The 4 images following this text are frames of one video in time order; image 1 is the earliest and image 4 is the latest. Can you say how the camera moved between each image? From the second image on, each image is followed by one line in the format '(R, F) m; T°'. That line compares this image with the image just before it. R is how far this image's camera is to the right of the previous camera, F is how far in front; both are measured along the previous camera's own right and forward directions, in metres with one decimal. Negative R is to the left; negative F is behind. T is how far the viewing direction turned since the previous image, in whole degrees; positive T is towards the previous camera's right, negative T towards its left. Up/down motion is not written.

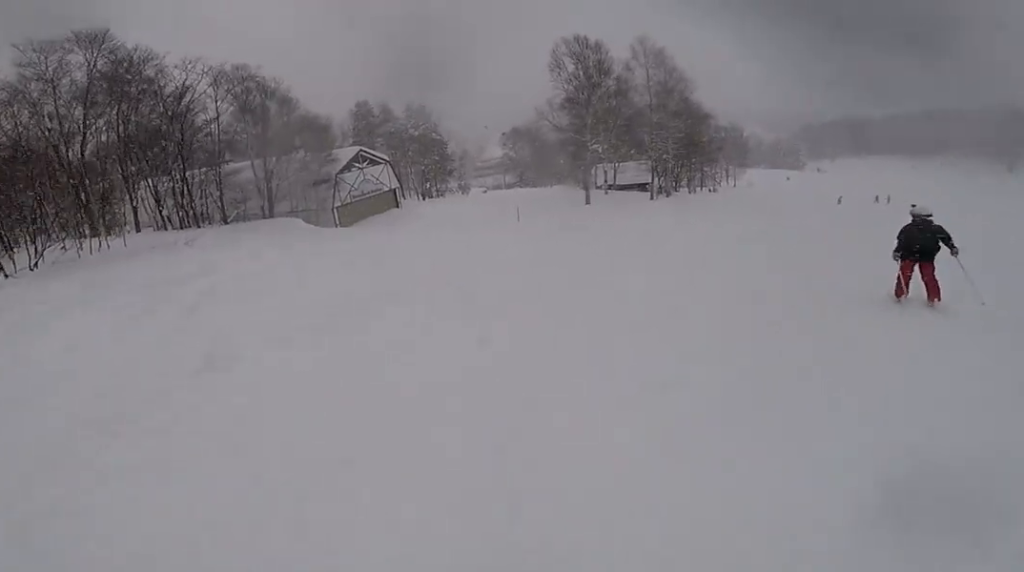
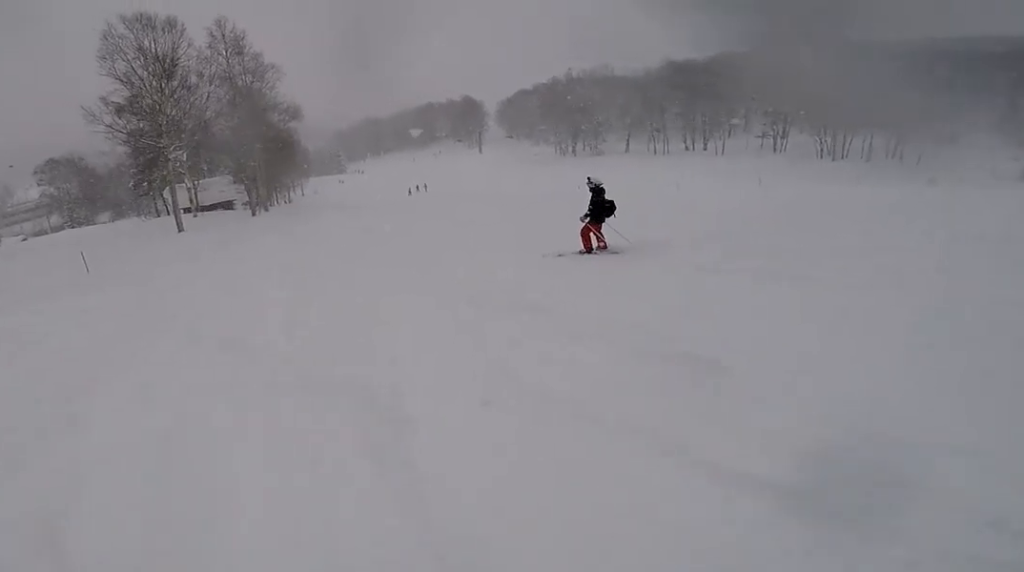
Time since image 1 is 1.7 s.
(+3.4, +9.9) m; +41°
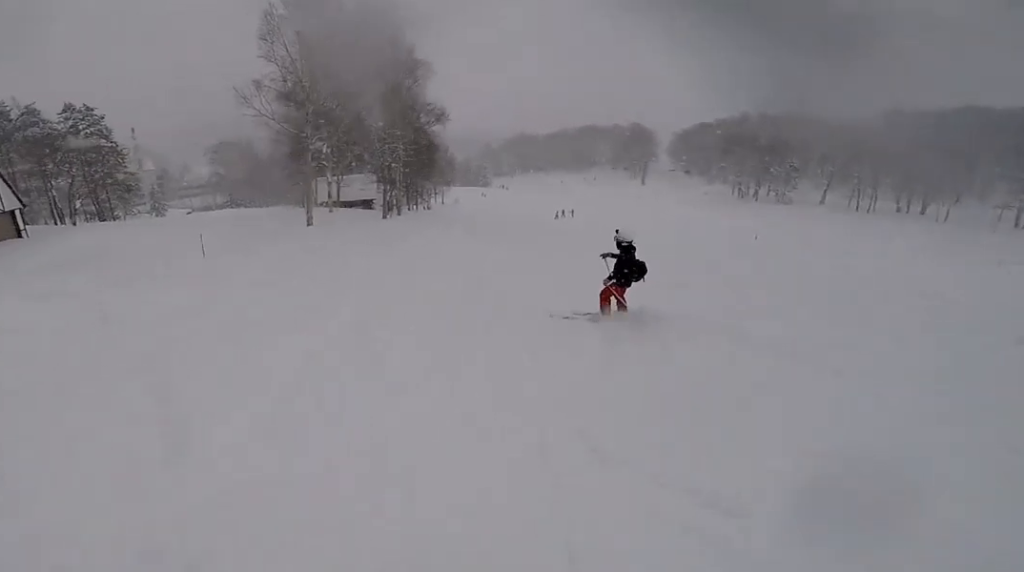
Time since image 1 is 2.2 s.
(+0.4, +3.1) m; +4°
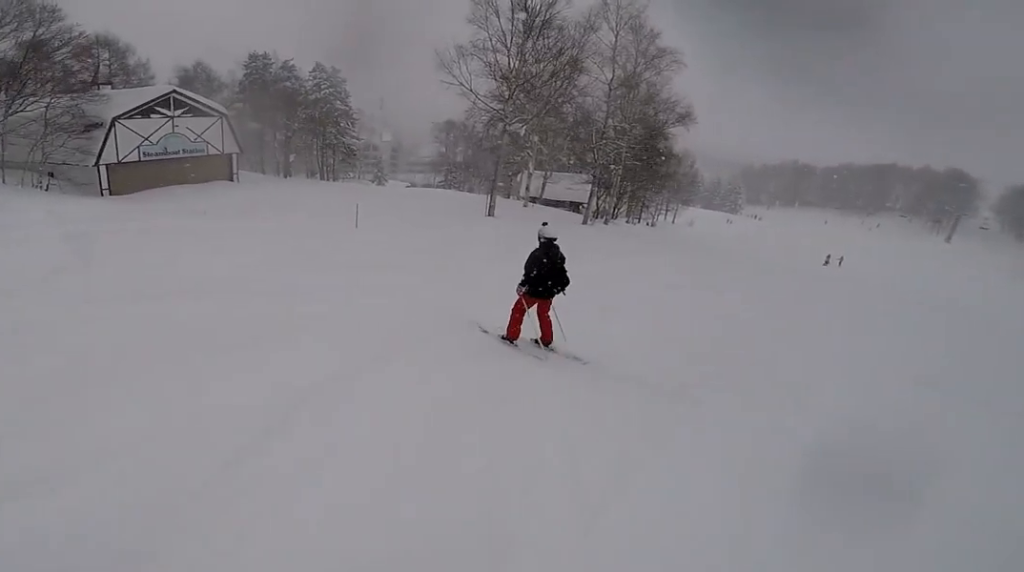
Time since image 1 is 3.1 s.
(+0.8, +4.8) m; -16°
